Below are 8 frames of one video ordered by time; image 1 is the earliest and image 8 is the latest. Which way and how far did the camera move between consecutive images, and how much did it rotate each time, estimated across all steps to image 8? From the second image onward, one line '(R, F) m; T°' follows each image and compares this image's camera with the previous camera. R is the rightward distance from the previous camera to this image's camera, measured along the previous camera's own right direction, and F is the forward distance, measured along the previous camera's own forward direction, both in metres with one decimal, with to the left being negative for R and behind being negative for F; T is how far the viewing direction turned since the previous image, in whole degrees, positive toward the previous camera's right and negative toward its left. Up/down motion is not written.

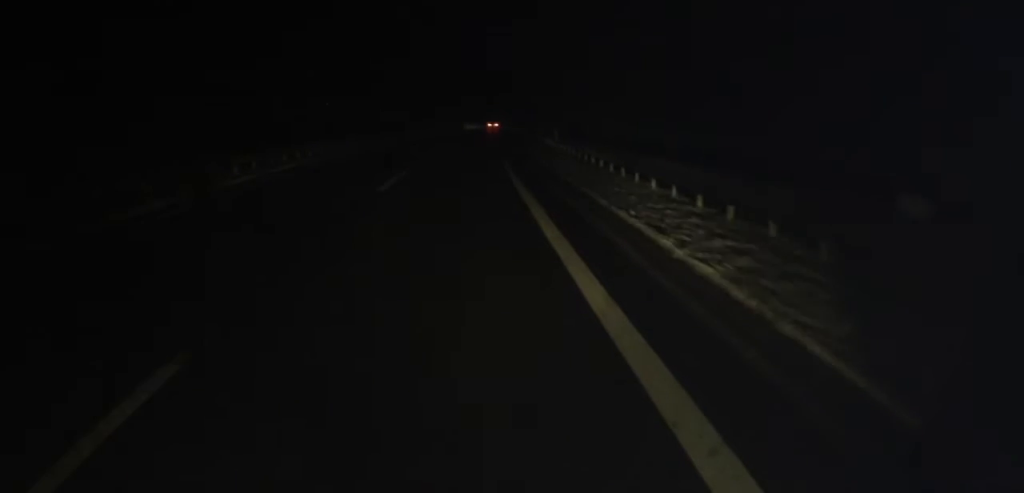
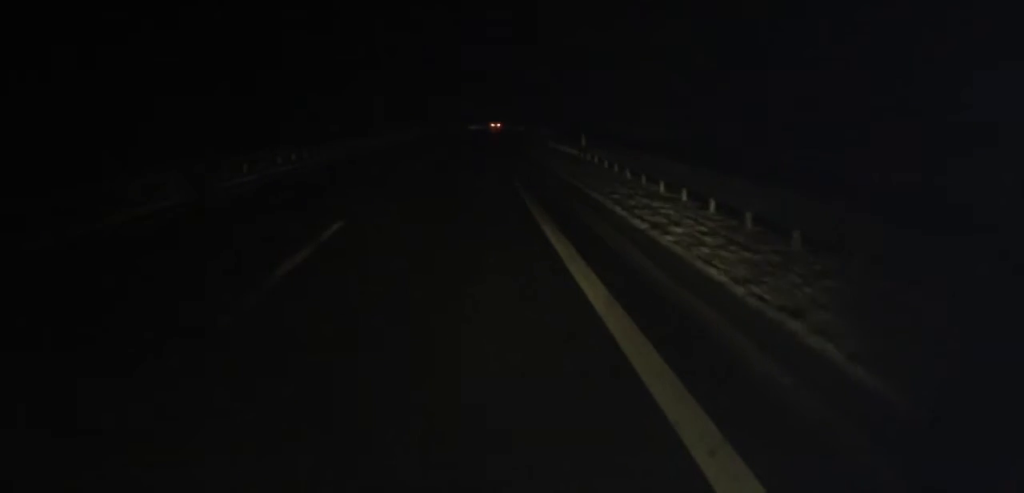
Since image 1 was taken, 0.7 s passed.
(+0.4, +10.8) m; 0°
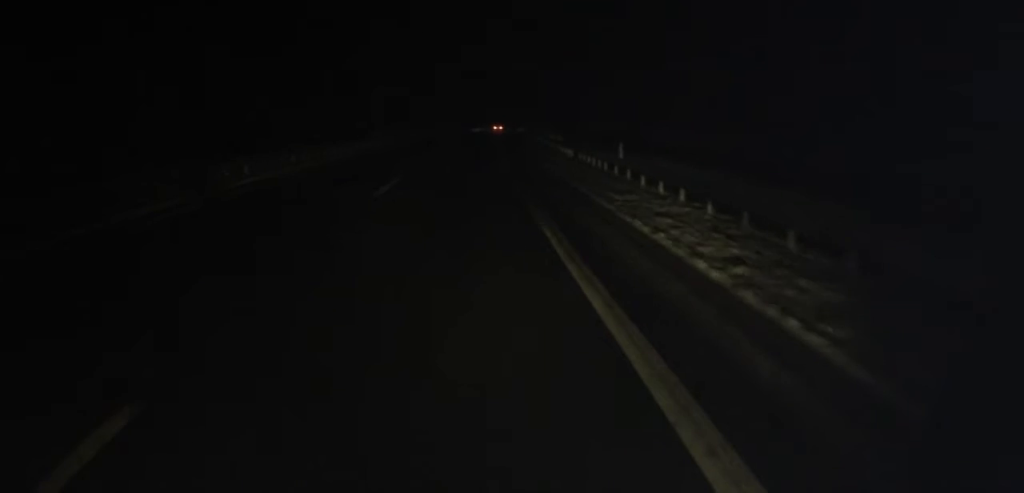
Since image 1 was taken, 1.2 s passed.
(-0.2, +7.7) m; 0°
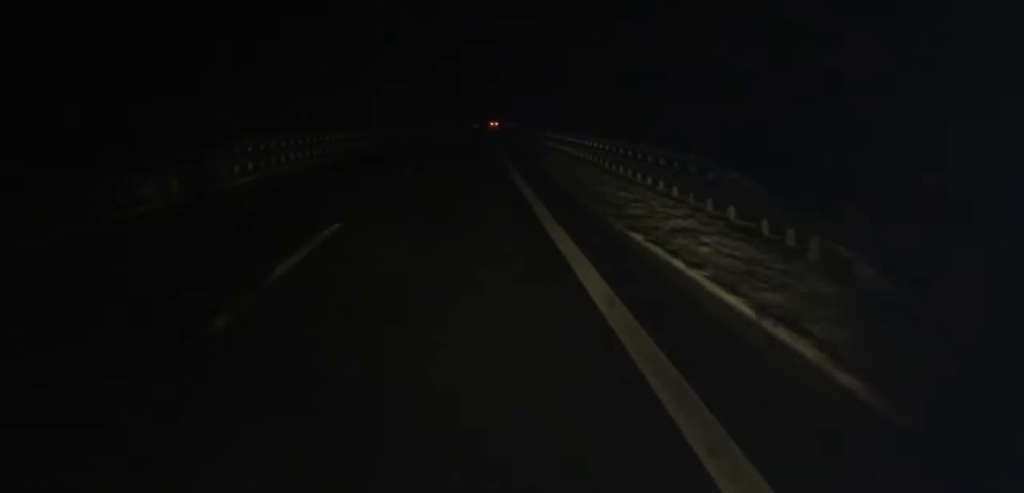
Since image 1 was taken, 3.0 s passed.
(+0.2, +27.4) m; 0°
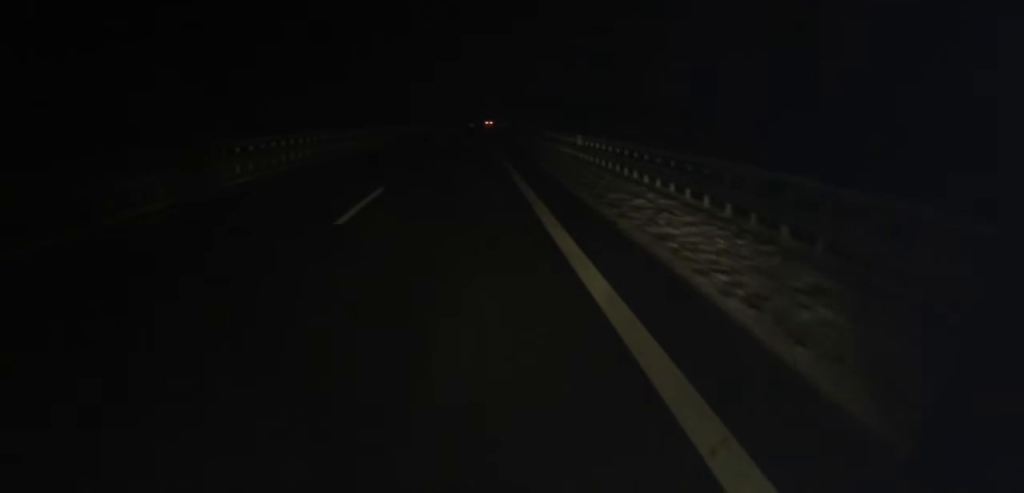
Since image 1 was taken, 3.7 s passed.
(-0.4, +11.5) m; 0°
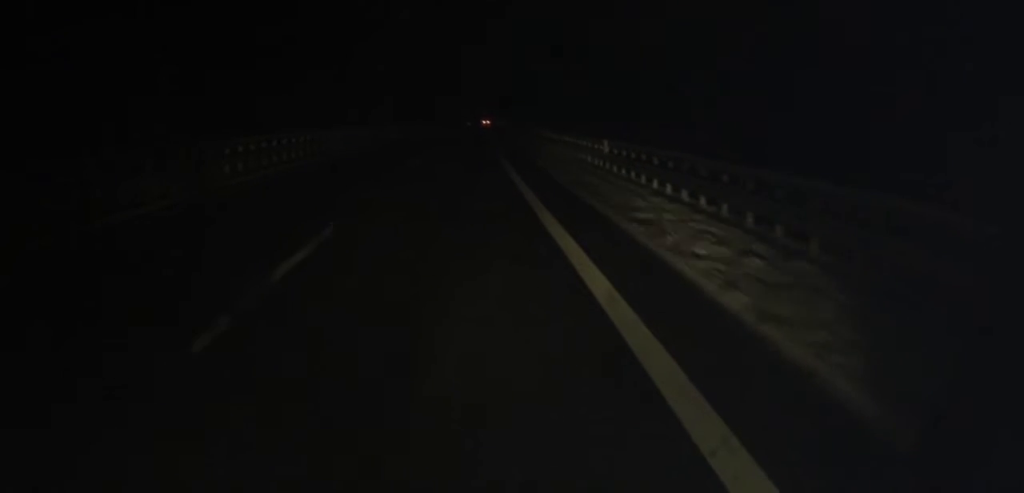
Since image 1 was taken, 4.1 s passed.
(+0.1, +6.3) m; 0°
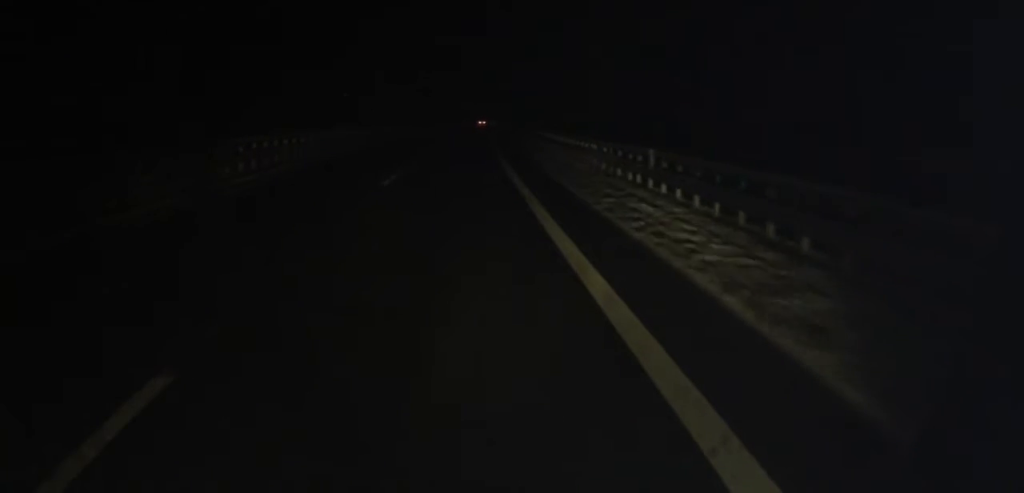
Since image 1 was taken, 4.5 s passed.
(+0.2, +6.3) m; 0°
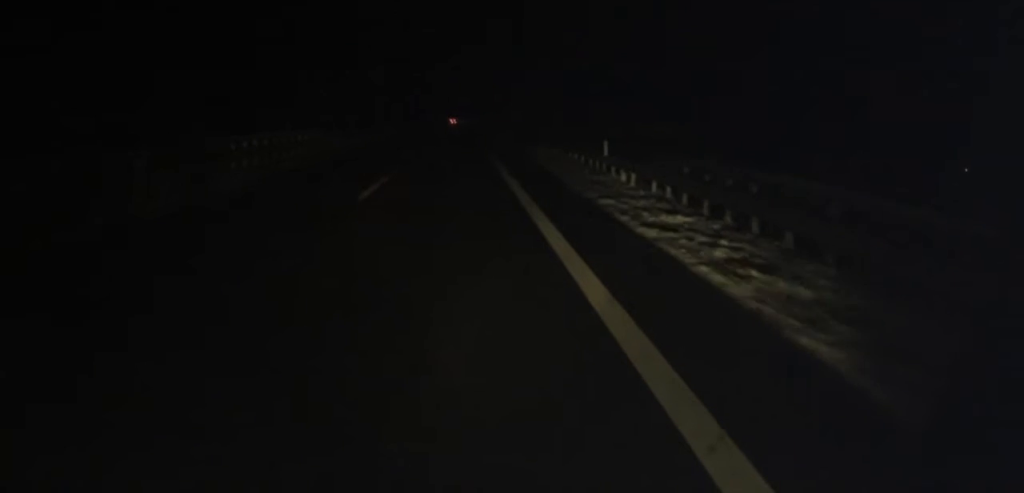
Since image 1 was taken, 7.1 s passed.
(+0.6, +41.1) m; +3°
